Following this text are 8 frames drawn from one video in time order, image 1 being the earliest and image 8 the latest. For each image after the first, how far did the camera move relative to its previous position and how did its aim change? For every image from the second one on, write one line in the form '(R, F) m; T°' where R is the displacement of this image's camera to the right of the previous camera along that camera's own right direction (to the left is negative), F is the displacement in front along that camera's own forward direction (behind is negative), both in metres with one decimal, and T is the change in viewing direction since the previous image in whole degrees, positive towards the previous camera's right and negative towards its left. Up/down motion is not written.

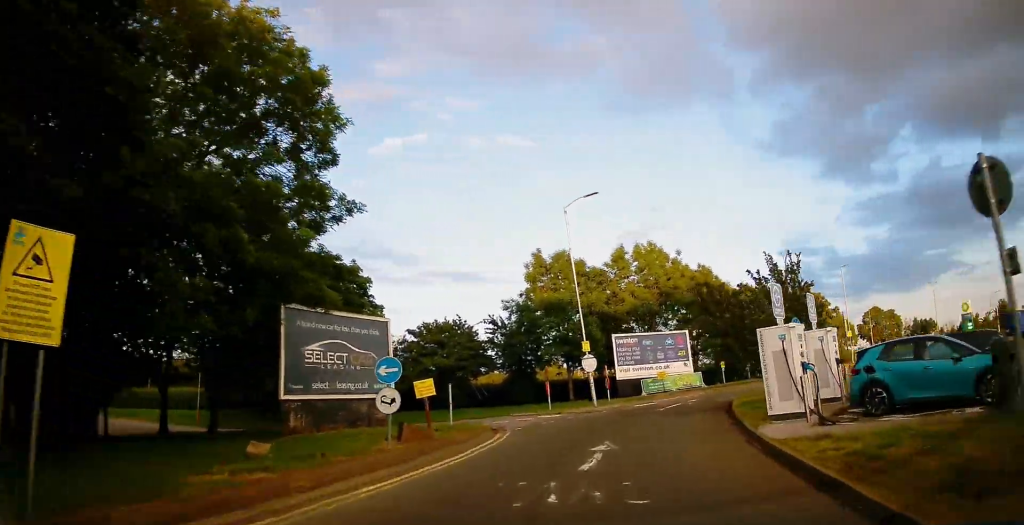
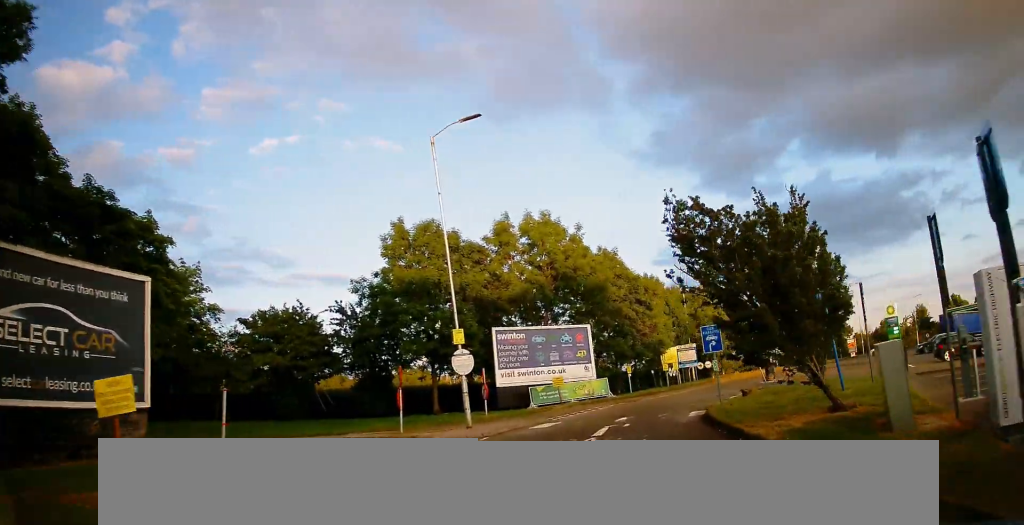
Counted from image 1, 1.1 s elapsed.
(+1.1, +10.4) m; +10°
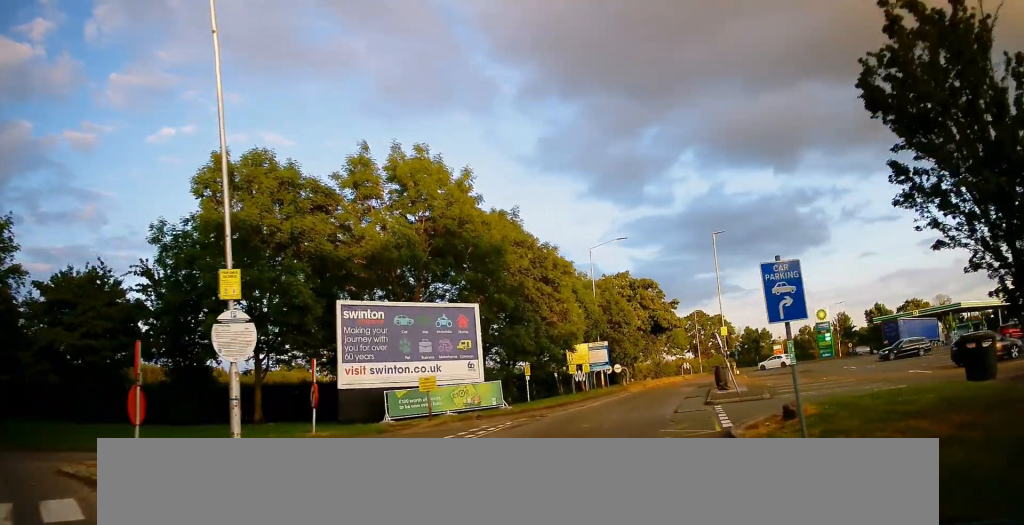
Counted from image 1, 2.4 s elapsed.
(+0.8, +11.0) m; +12°
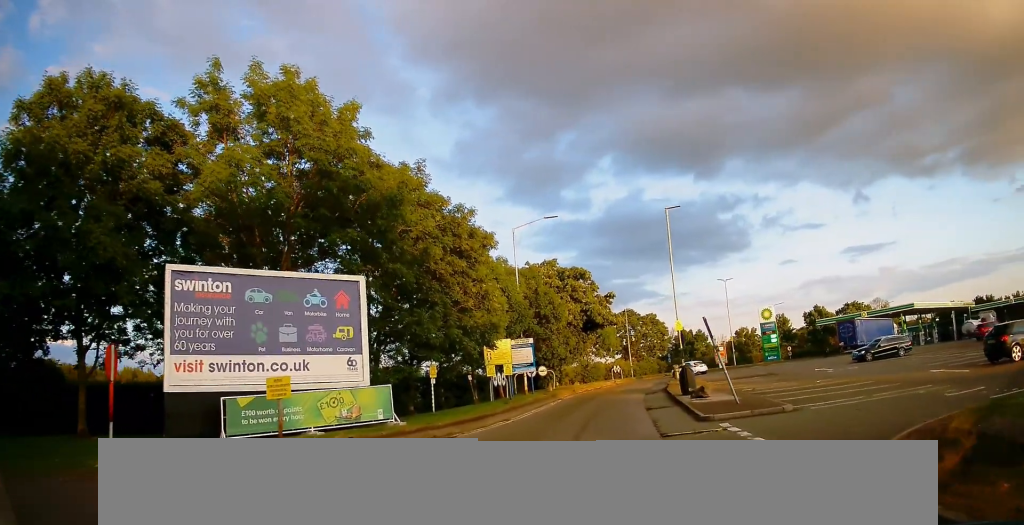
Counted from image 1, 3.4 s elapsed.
(+0.9, +7.3) m; +9°
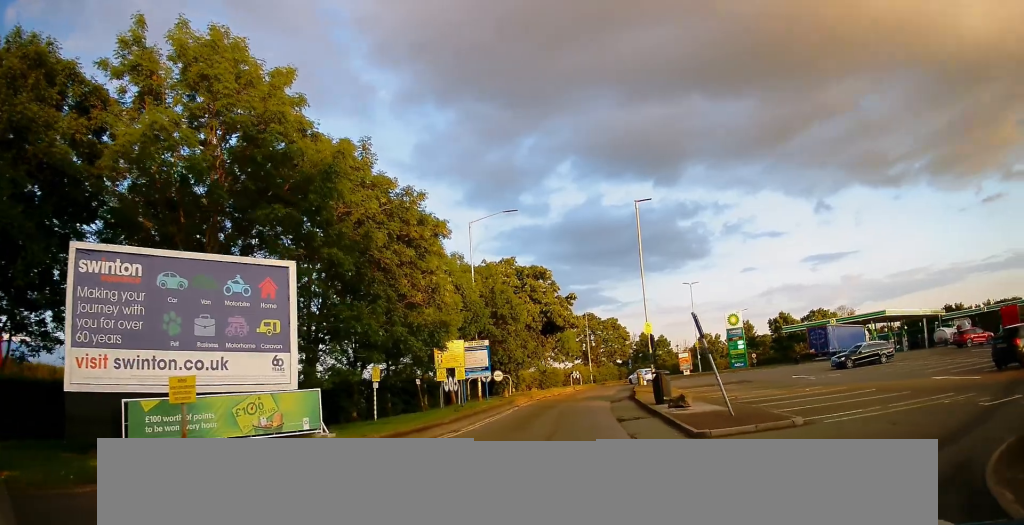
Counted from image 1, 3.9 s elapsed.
(0.0, +2.5) m; +4°
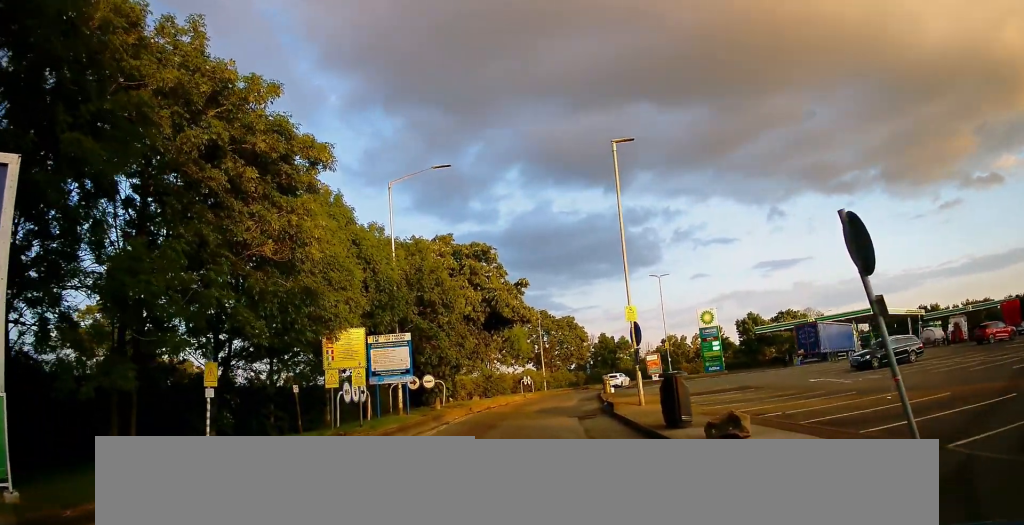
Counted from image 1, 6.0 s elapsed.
(+1.0, +8.6) m; +6°
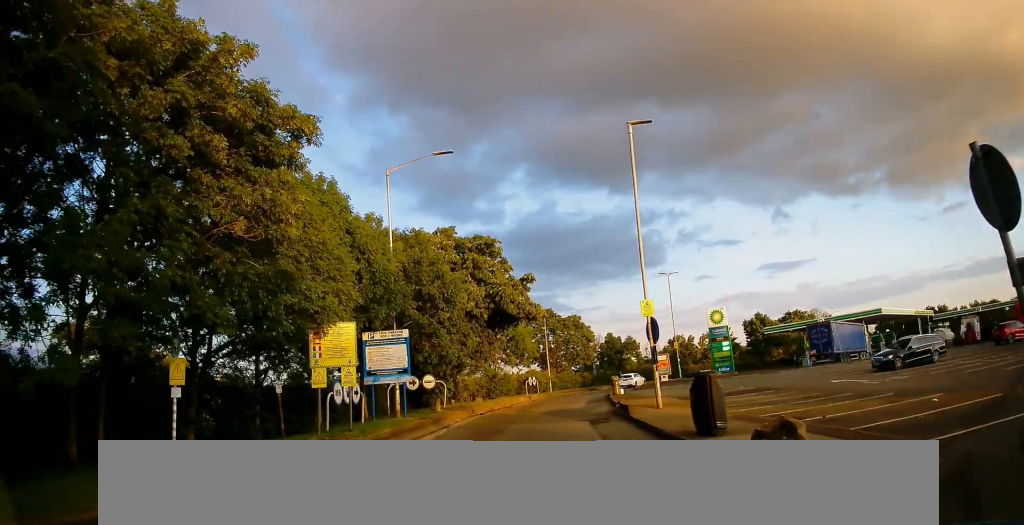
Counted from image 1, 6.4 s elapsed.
(-0.1, +1.8) m; -3°
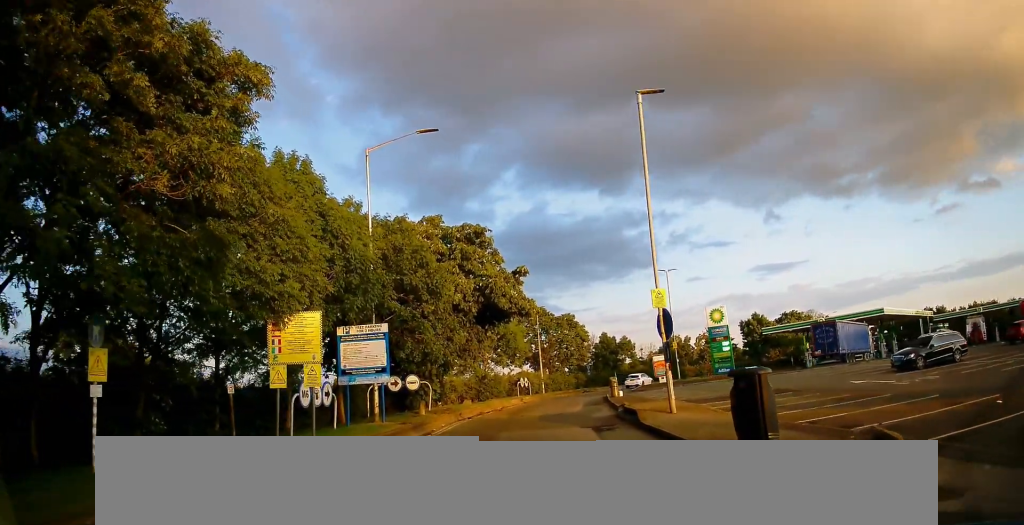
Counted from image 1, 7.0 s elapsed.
(-0.1, +2.5) m; -1°
